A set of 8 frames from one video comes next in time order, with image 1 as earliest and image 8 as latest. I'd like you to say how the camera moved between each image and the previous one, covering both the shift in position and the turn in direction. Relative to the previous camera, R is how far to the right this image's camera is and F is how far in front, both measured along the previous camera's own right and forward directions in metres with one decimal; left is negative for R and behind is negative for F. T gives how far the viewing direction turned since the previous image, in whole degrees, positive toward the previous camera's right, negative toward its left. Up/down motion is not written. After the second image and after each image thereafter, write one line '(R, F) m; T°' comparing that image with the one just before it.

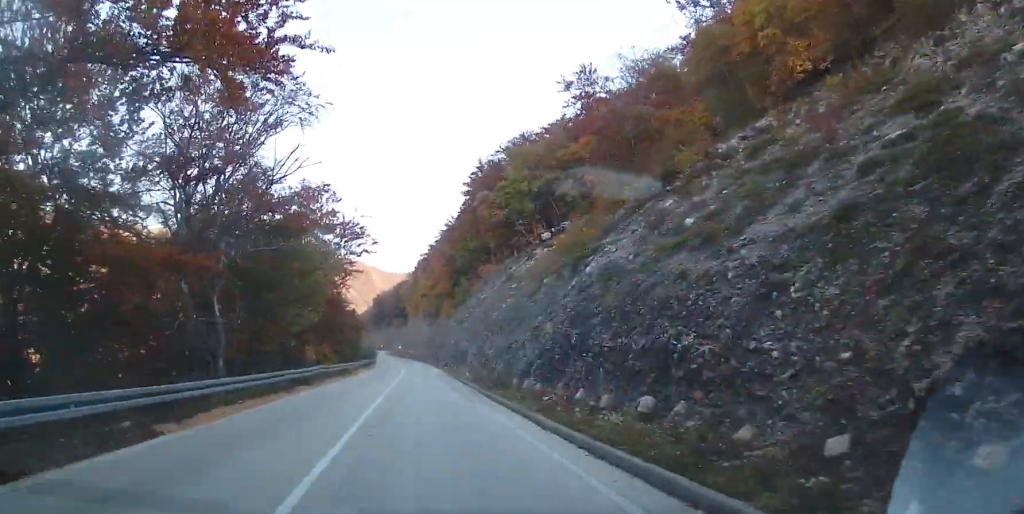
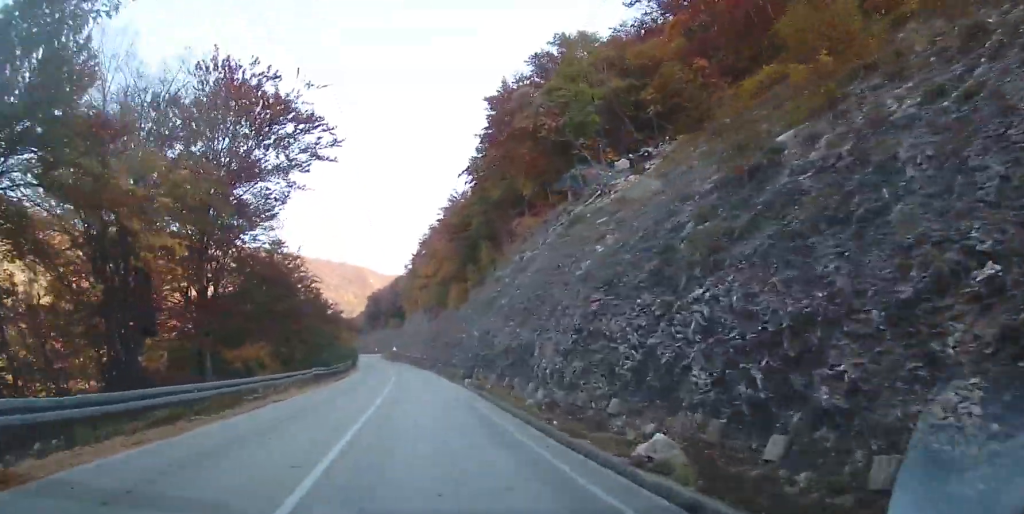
(+0.5, +26.1) m; +2°
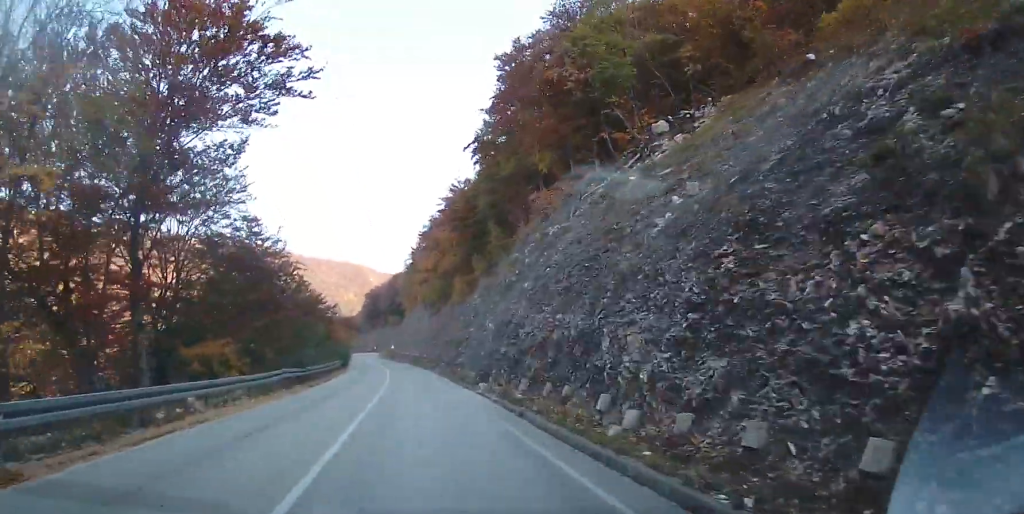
(+0.1, +7.3) m; 0°
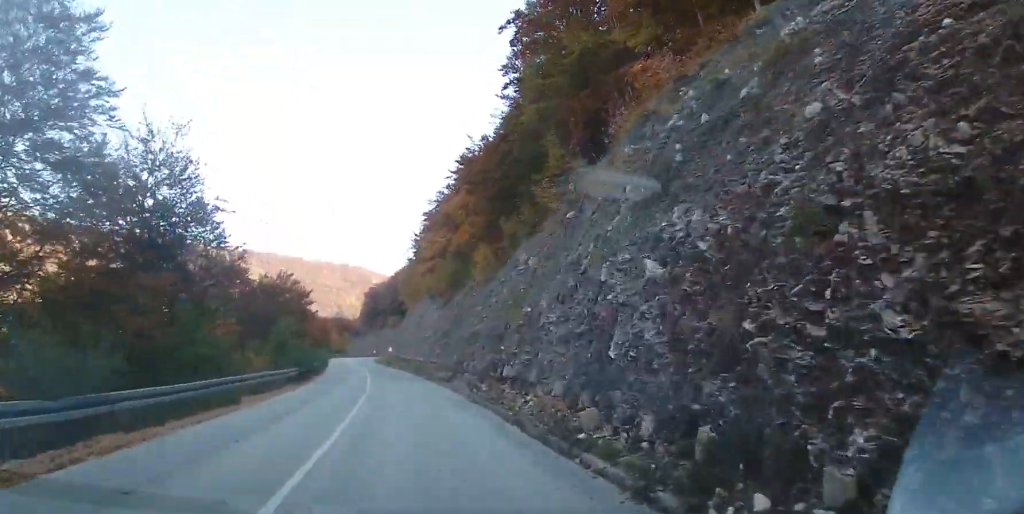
(0.0, +20.1) m; -2°
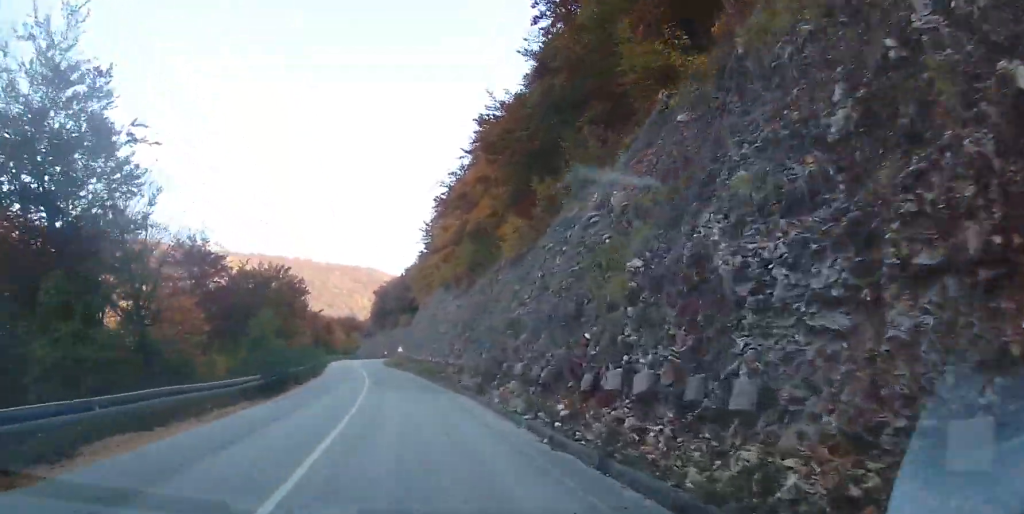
(-0.4, +9.7) m; -2°
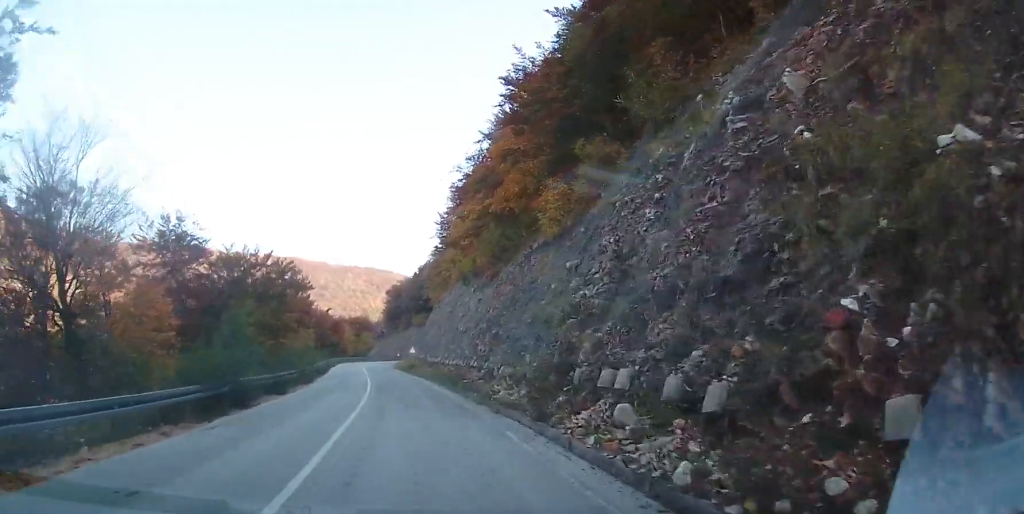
(-0.1, +7.5) m; -1°
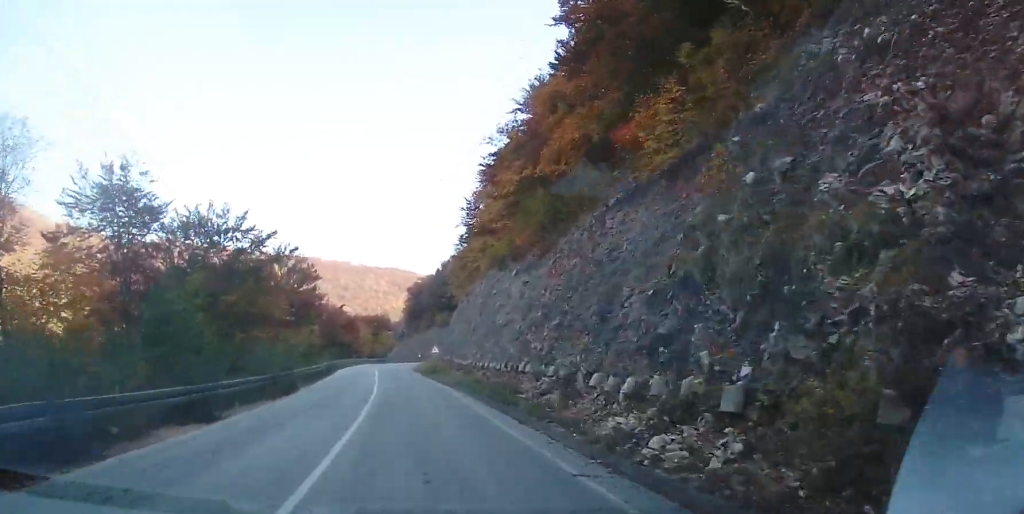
(0.0, +10.6) m; 0°
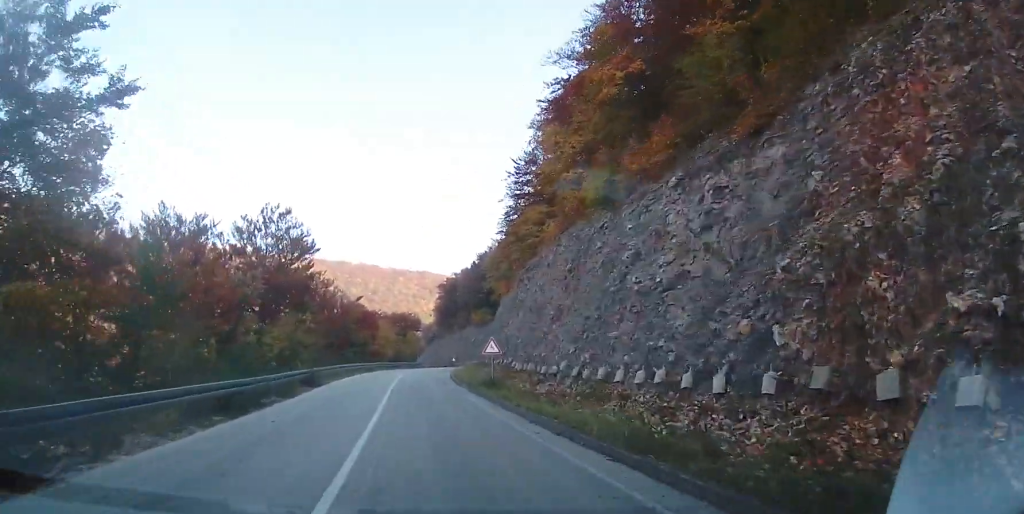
(0.0, +19.5) m; -5°
